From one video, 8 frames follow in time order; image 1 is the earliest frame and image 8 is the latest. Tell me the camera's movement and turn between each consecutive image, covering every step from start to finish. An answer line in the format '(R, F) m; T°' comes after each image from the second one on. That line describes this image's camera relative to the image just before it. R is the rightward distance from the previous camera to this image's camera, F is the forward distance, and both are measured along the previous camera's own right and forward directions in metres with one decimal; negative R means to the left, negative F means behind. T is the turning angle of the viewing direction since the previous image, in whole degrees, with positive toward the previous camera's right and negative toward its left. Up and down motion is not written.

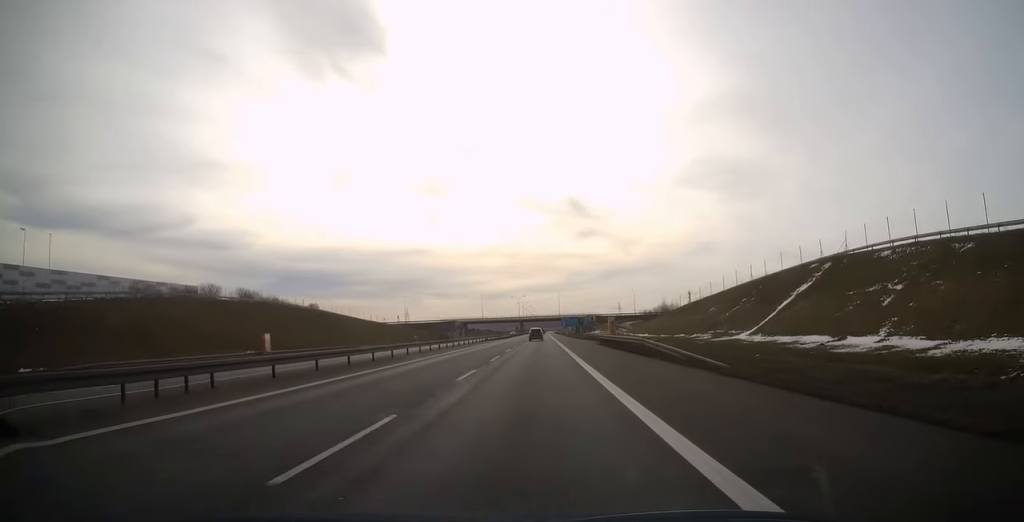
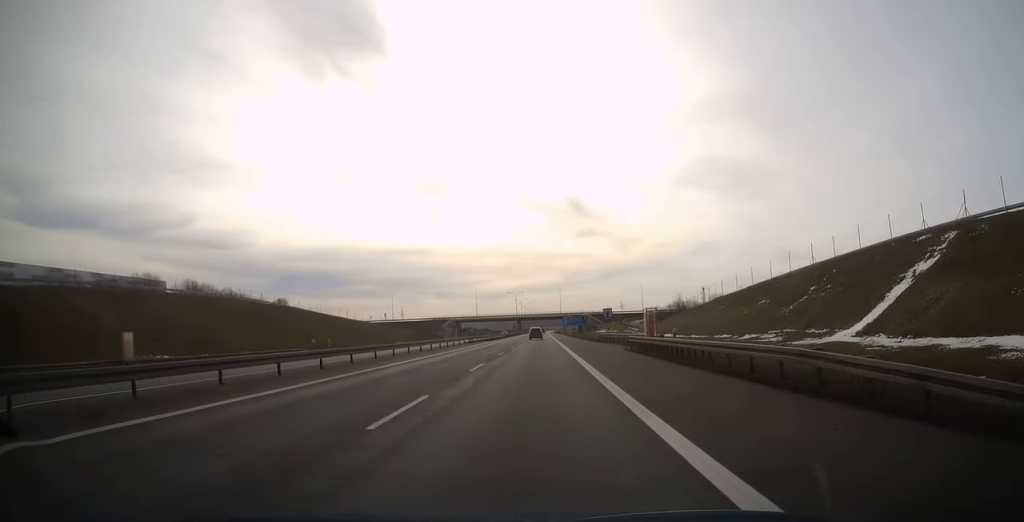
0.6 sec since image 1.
(0.0, +19.5) m; 0°
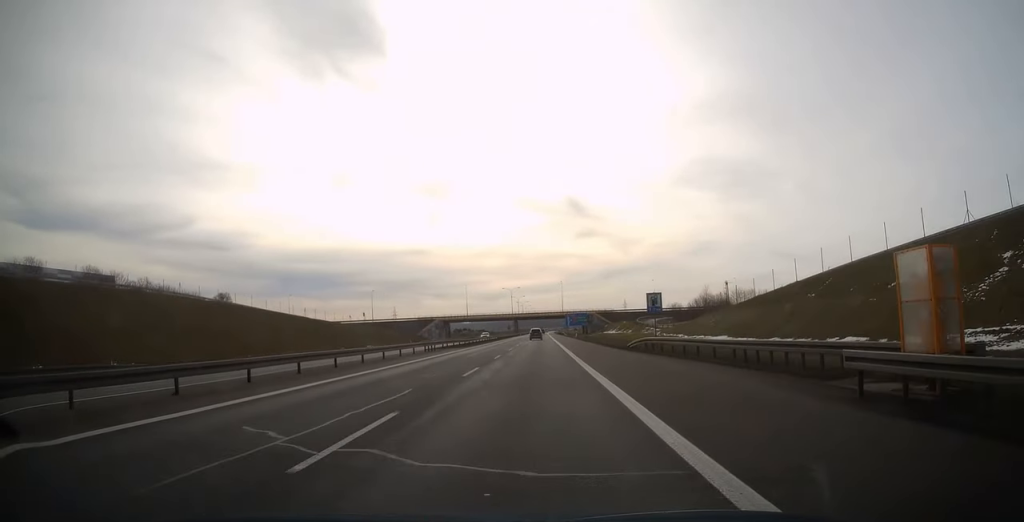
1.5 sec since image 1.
(0.0, +26.2) m; 0°
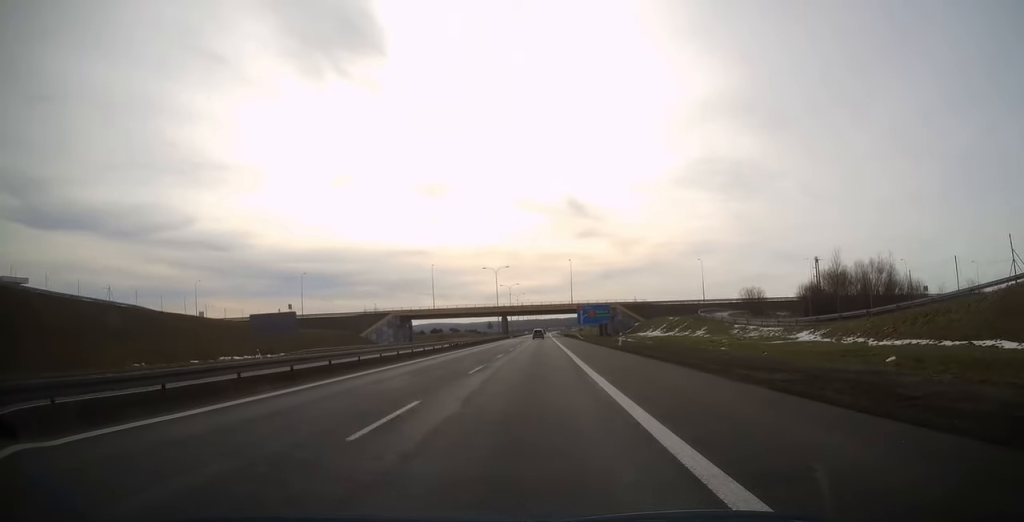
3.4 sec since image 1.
(+0.1, +58.8) m; 0°
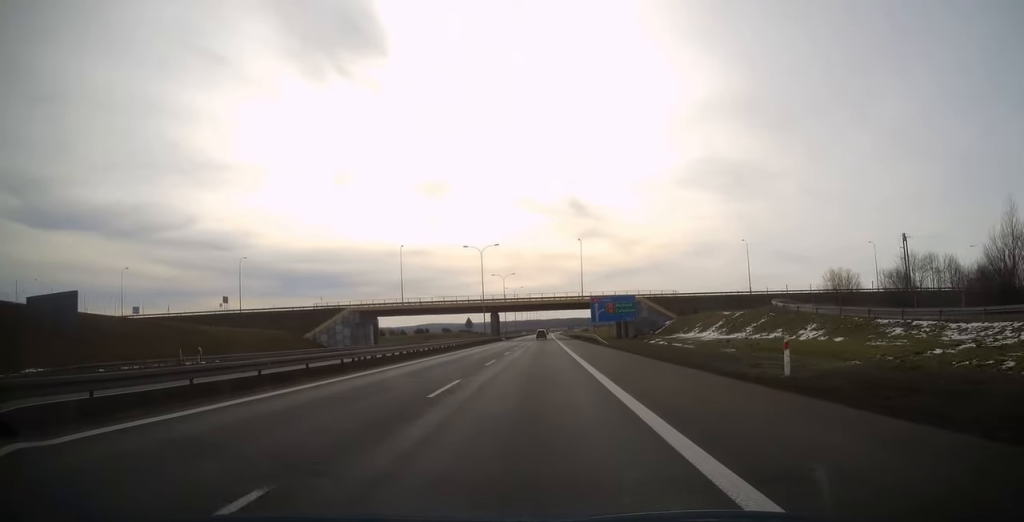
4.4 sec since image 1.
(0.0, +30.7) m; 0°
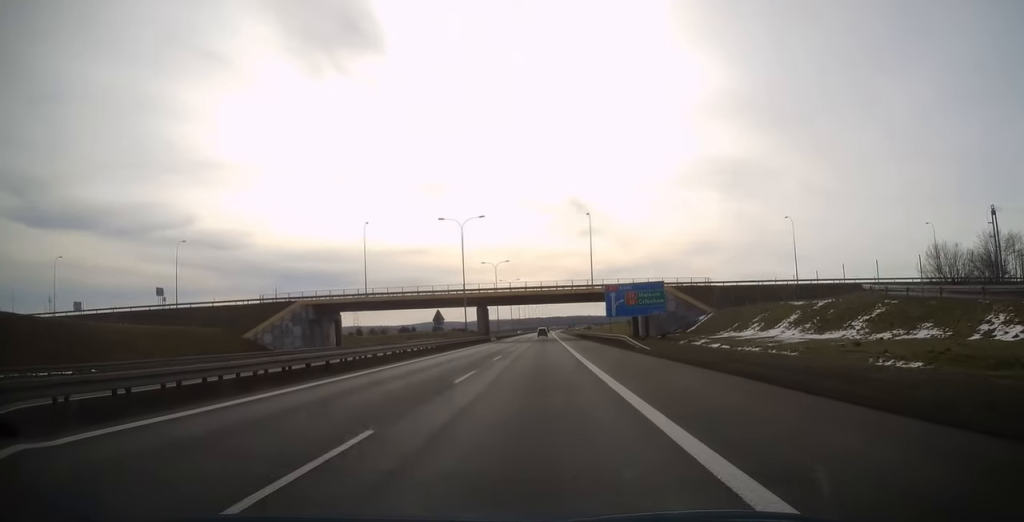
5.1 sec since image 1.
(0.0, +21.0) m; 0°
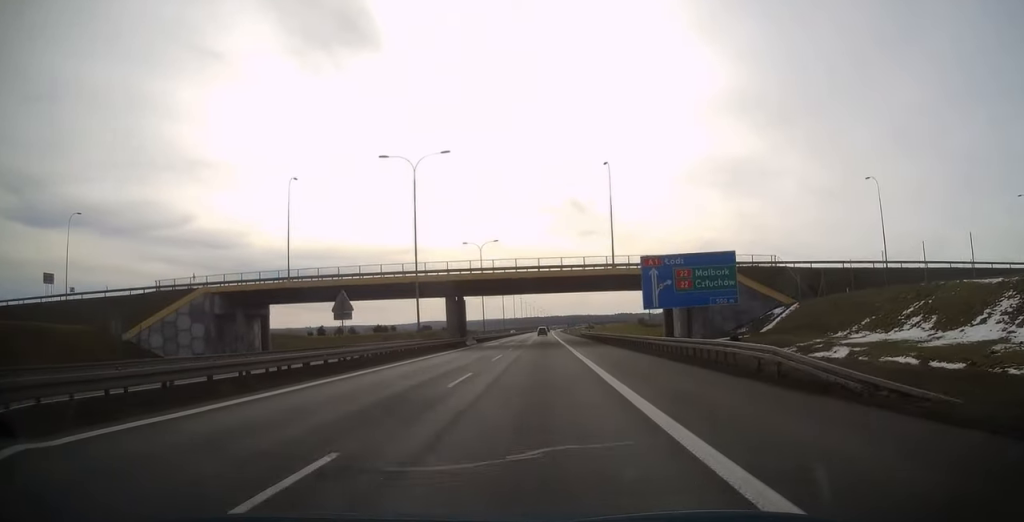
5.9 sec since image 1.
(0.0, +25.1) m; 0°
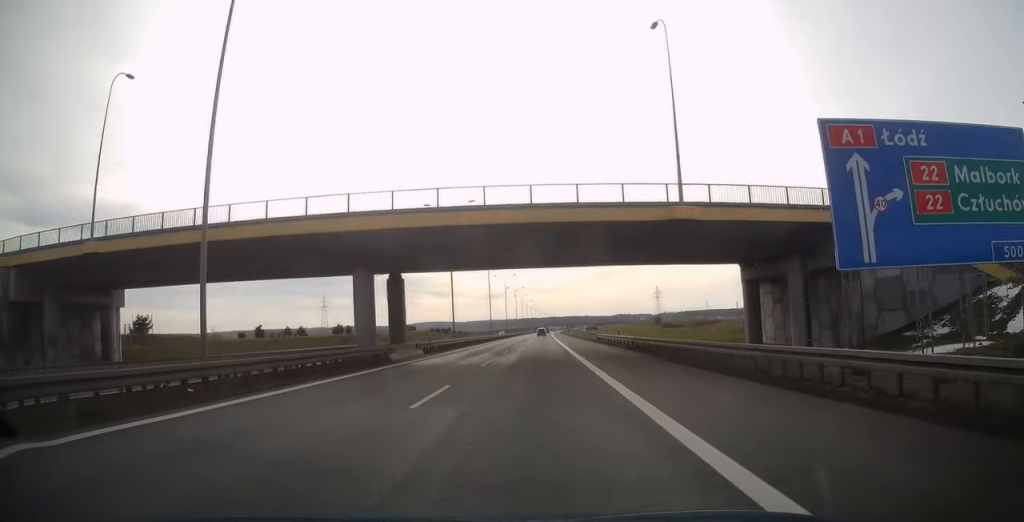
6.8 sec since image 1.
(0.0, +27.7) m; 0°
